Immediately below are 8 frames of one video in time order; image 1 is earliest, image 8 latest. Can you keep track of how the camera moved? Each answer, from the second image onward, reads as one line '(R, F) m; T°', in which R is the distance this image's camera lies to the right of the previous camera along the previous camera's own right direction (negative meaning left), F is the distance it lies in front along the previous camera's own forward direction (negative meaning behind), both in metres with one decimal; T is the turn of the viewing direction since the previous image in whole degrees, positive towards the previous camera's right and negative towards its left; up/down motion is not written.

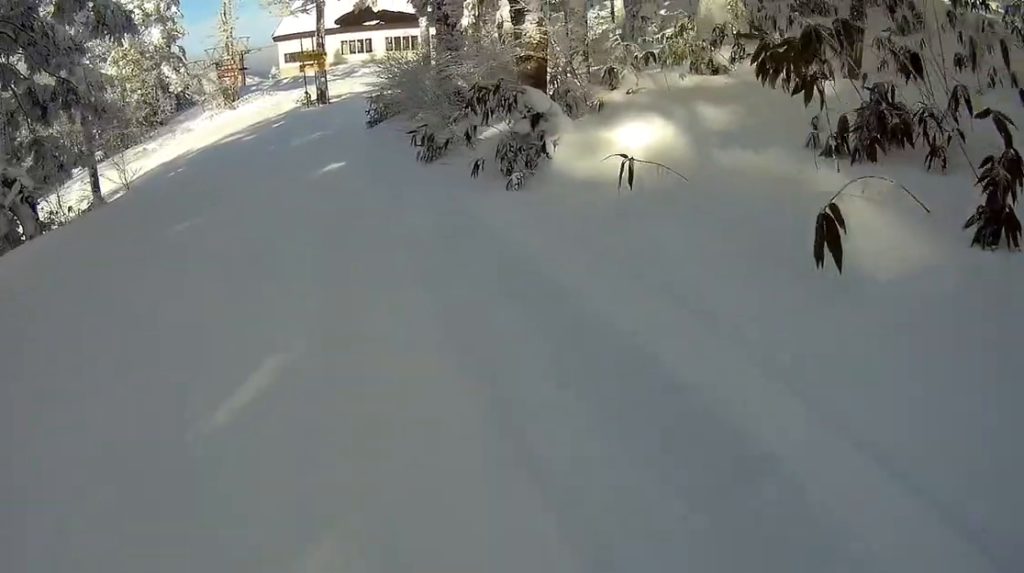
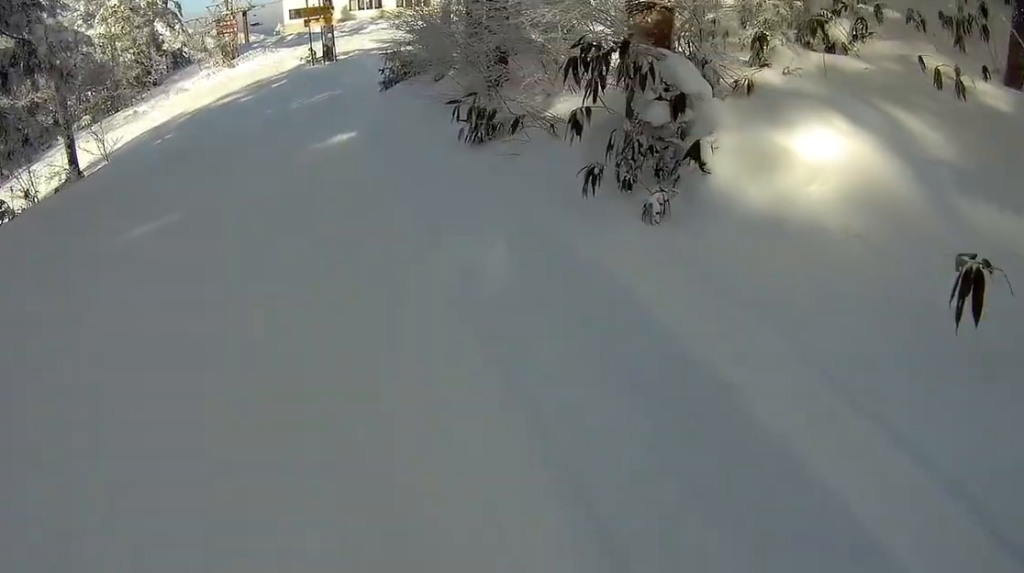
(+0.2, +3.3) m; +3°
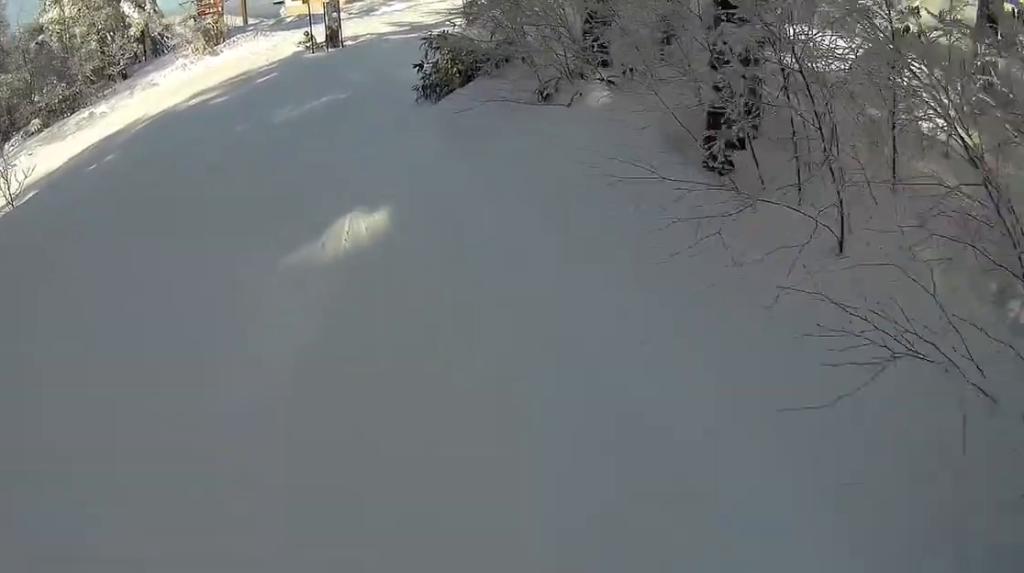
(+0.1, +8.5) m; +1°
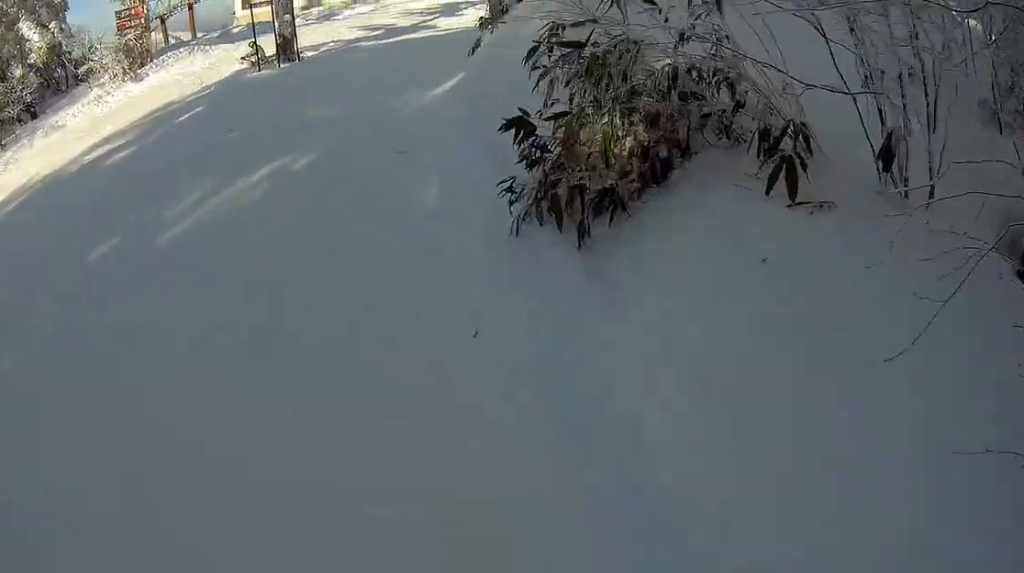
(0.0, +8.1) m; 0°
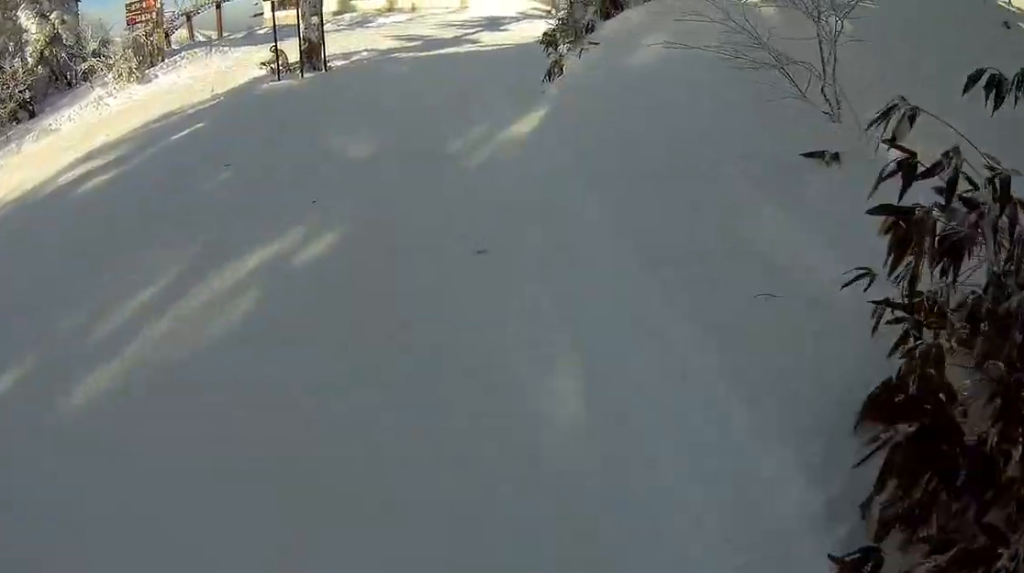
(0.0, +3.3) m; 0°
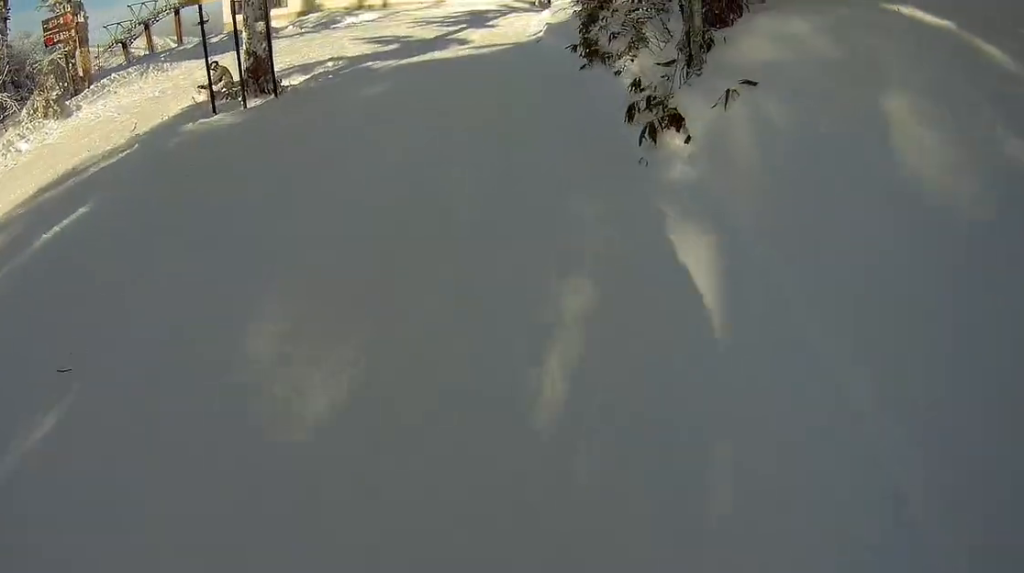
(0.0, +5.3) m; 0°
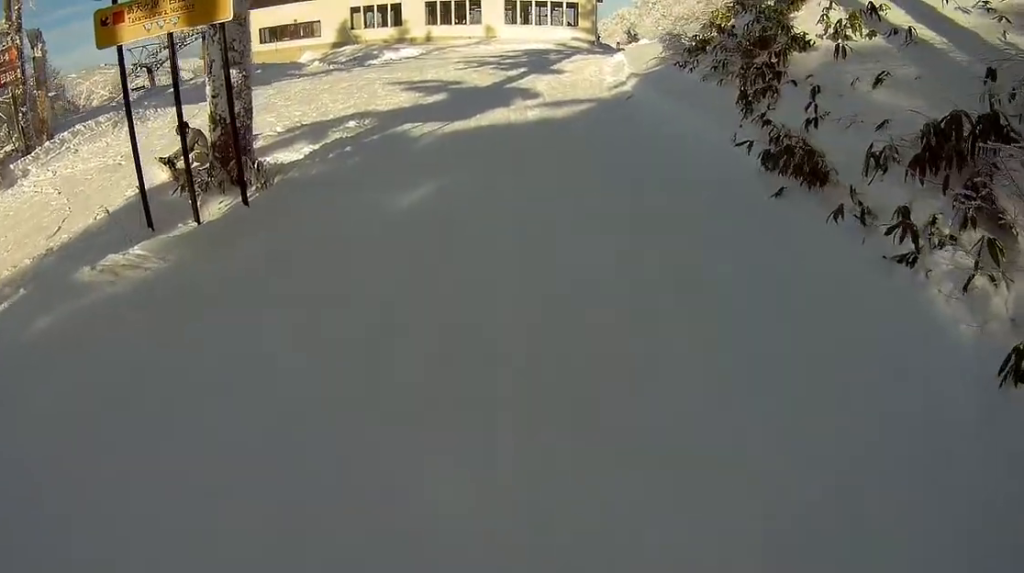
(0.0, +6.7) m; 0°
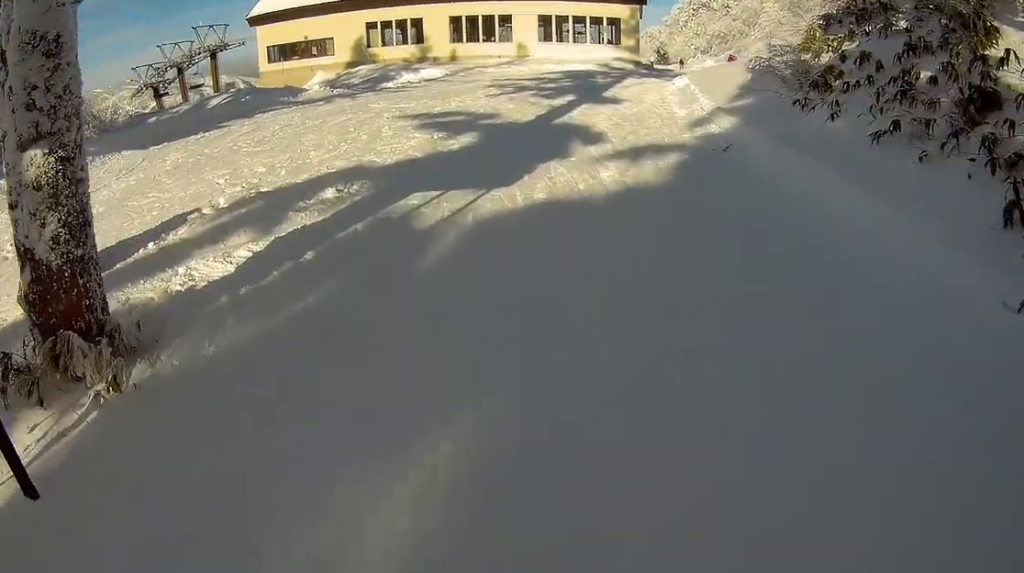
(0.0, +7.0) m; 0°
